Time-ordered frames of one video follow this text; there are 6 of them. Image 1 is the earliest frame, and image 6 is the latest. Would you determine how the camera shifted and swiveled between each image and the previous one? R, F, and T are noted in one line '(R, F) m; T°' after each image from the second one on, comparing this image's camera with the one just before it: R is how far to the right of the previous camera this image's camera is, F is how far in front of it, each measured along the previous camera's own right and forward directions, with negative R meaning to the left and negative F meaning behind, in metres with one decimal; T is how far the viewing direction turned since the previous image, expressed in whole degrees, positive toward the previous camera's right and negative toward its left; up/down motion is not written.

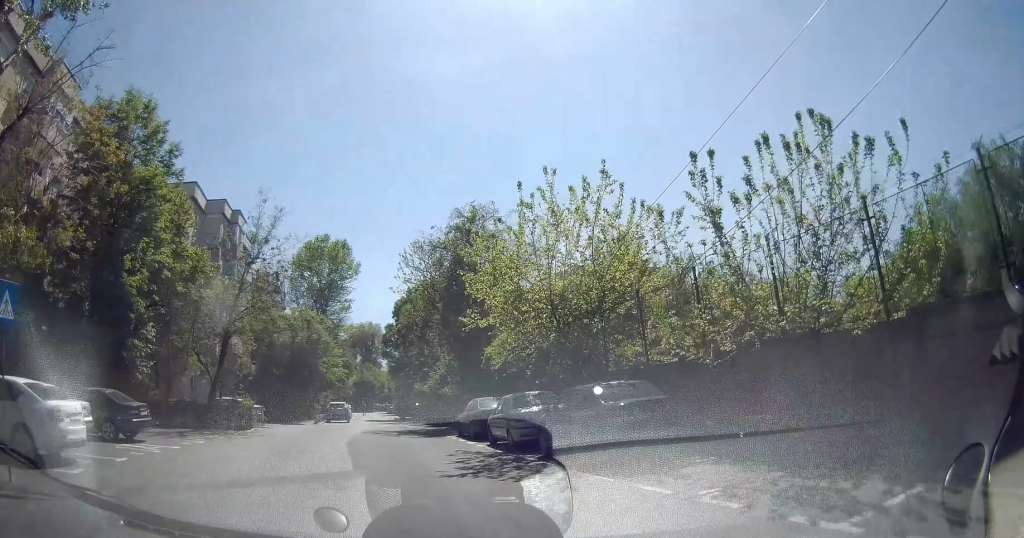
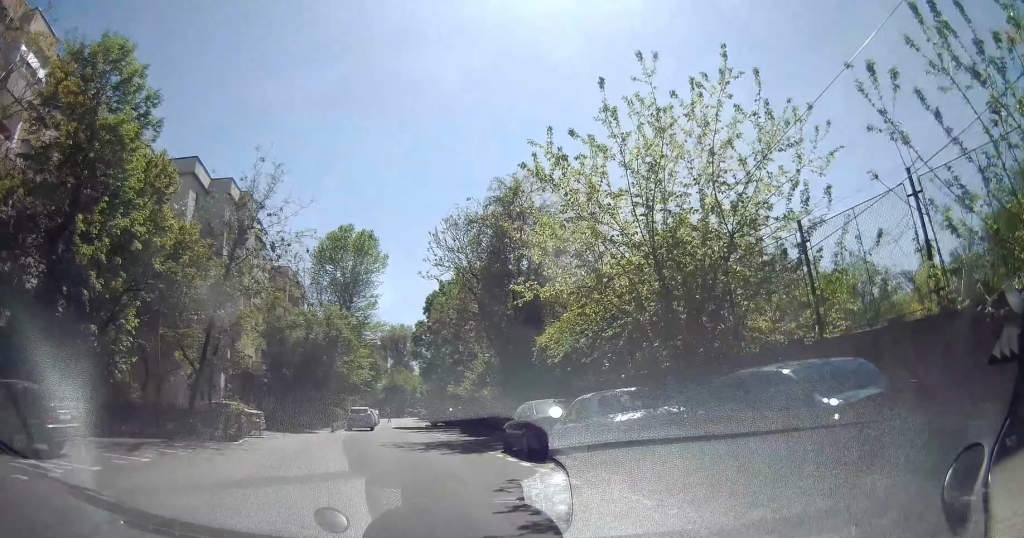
(-0.4, +5.4) m; -5°
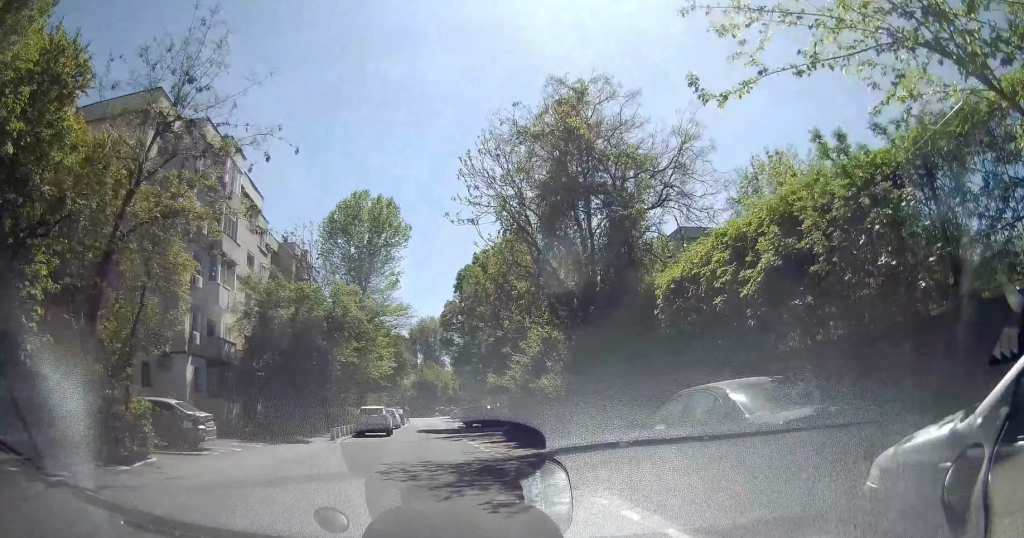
(-0.4, +9.2) m; -3°
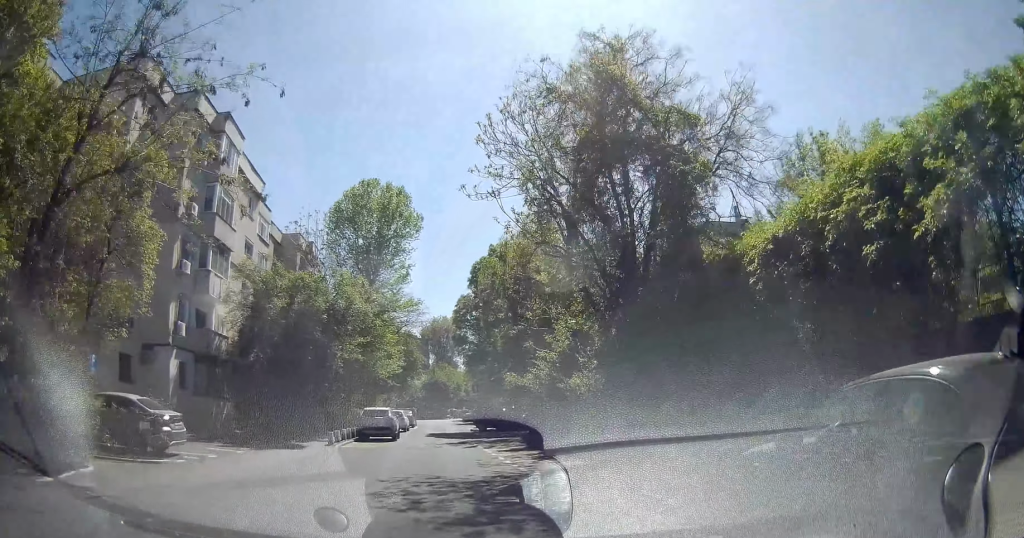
(0.0, +3.2) m; 0°
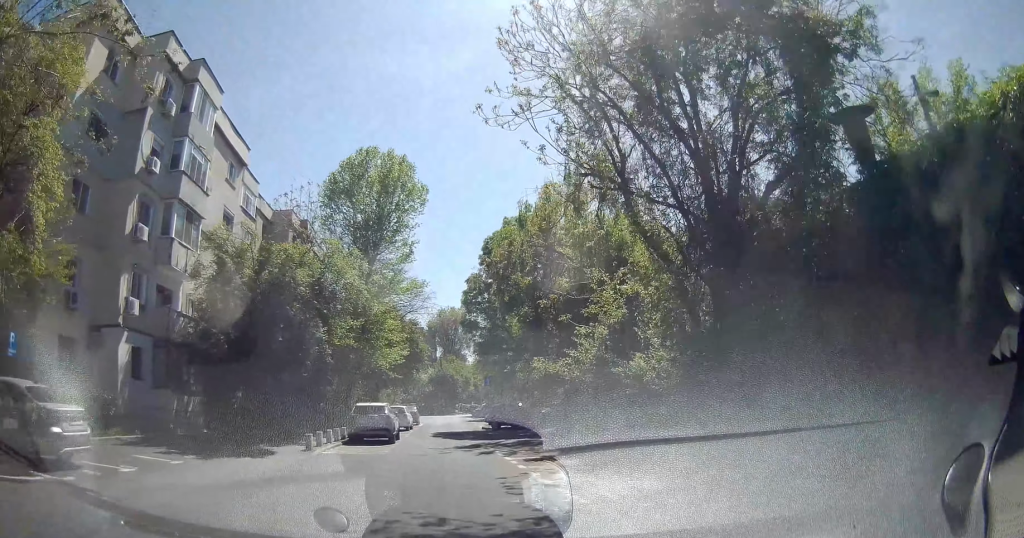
(0.0, +5.3) m; -1°
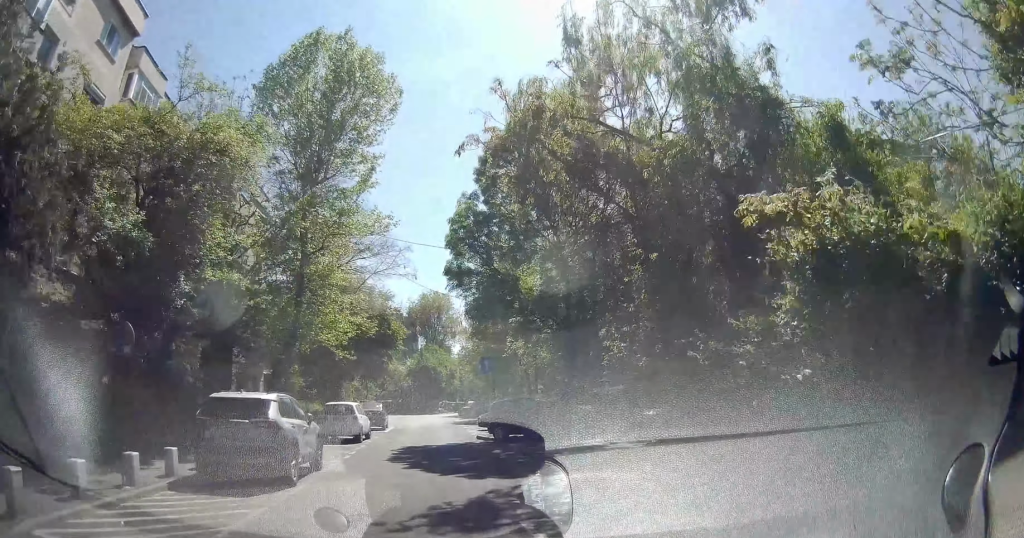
(+0.3, +14.7) m; +2°
